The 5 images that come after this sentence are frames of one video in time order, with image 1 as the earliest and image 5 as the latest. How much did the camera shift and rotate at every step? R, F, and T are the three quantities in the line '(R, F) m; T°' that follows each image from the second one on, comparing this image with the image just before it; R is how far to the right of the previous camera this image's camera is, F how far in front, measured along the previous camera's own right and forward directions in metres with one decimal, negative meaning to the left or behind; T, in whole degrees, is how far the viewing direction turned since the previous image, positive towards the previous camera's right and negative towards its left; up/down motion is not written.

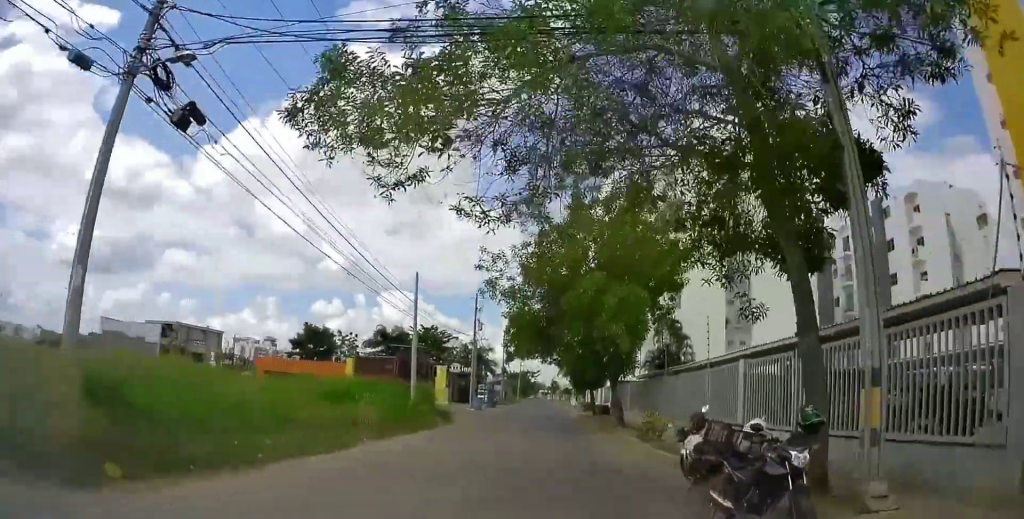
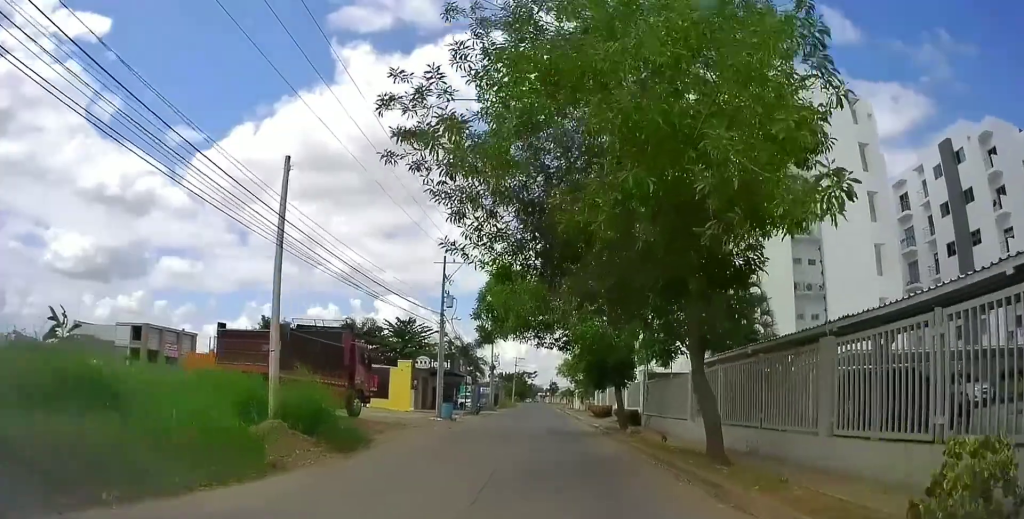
(+0.7, +14.7) m; +2°
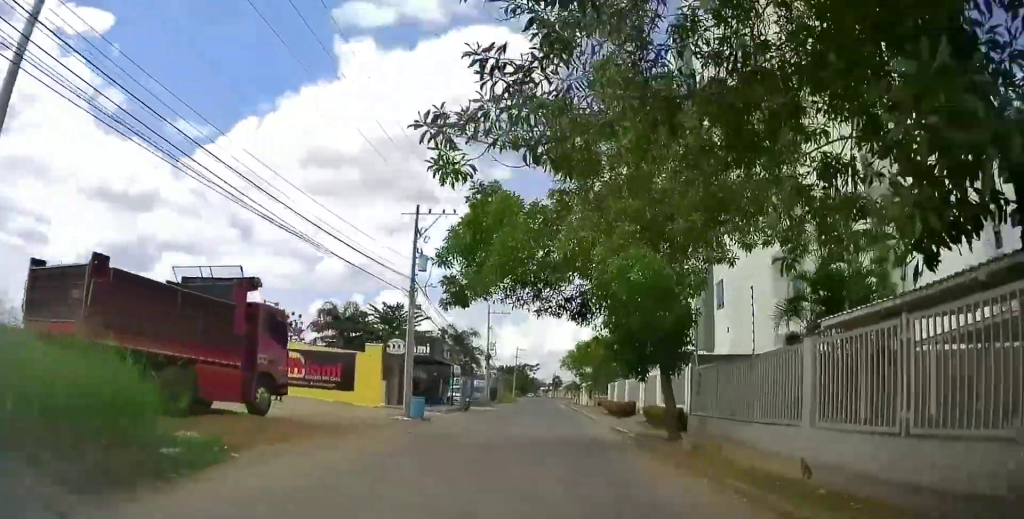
(-0.2, +8.7) m; -2°
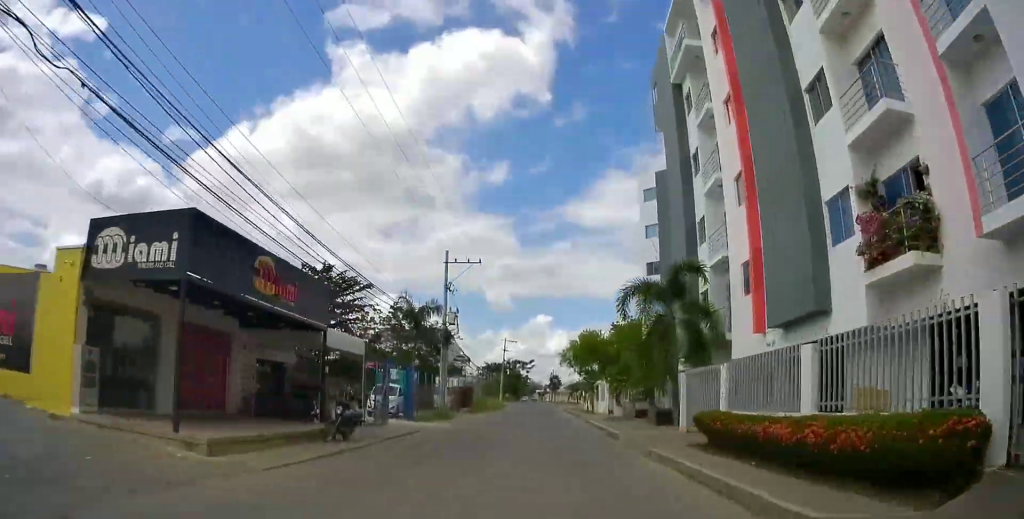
(-0.5, +24.6) m; 0°
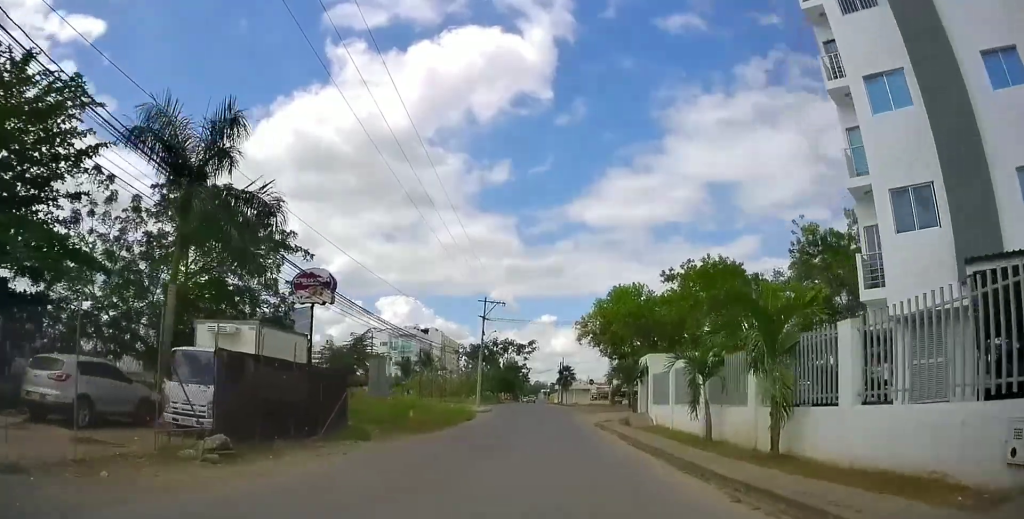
(+0.8, +37.6) m; 0°
